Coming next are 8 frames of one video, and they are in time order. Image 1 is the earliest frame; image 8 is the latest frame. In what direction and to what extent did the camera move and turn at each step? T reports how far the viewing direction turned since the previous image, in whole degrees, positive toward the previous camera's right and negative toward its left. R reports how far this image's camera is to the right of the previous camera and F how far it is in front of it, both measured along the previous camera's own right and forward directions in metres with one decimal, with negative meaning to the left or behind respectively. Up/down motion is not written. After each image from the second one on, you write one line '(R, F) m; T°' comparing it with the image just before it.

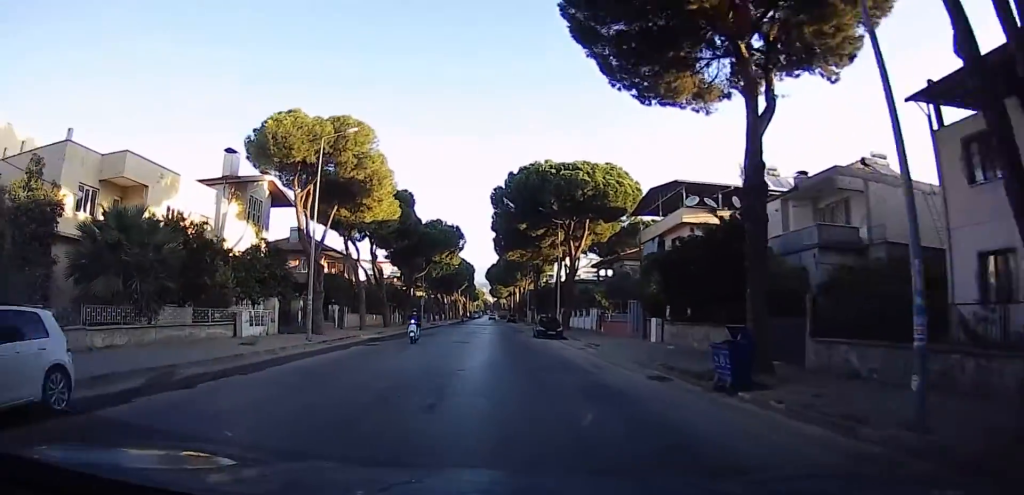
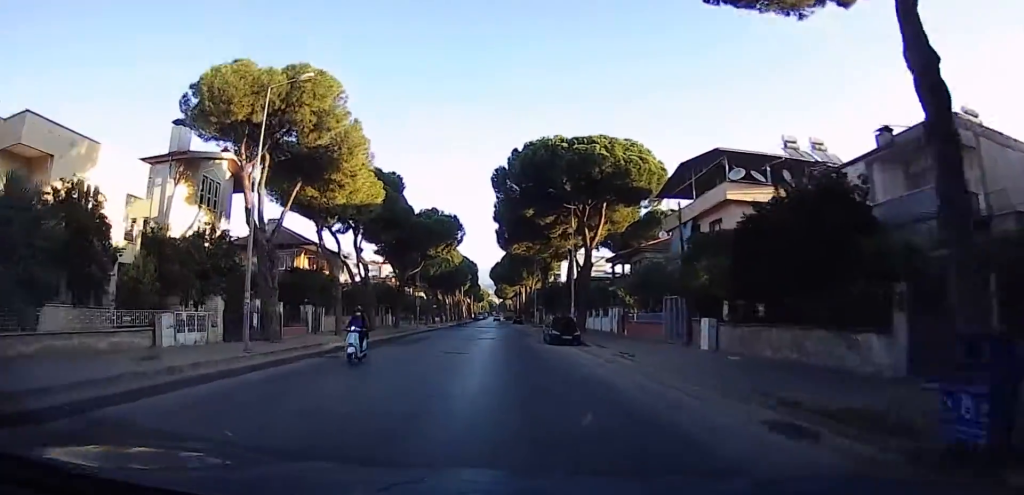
(0.0, +7.4) m; 0°
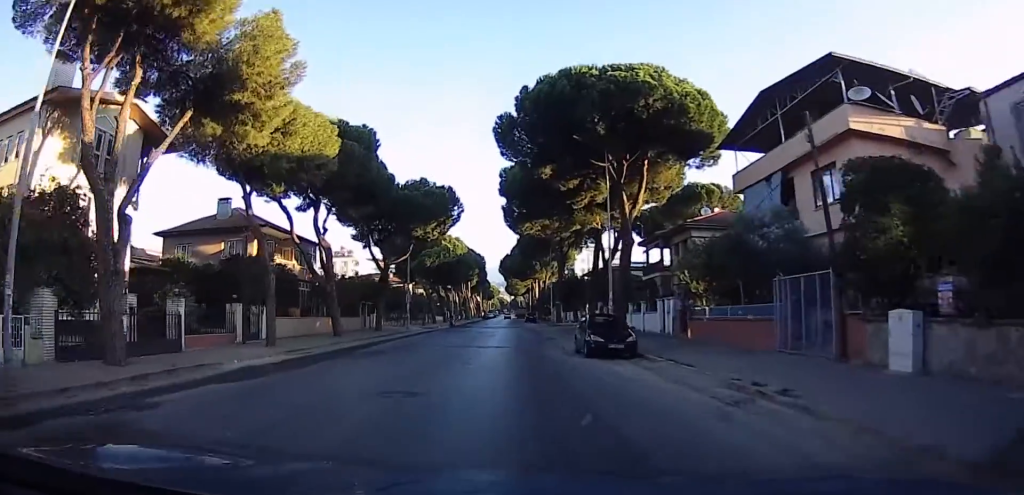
(0.0, +11.9) m; +1°
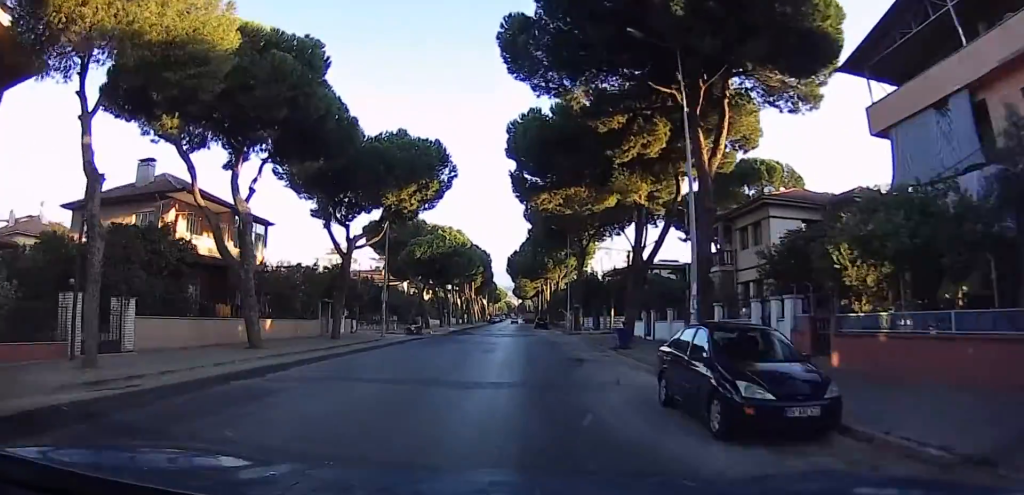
(+0.1, +11.7) m; +1°
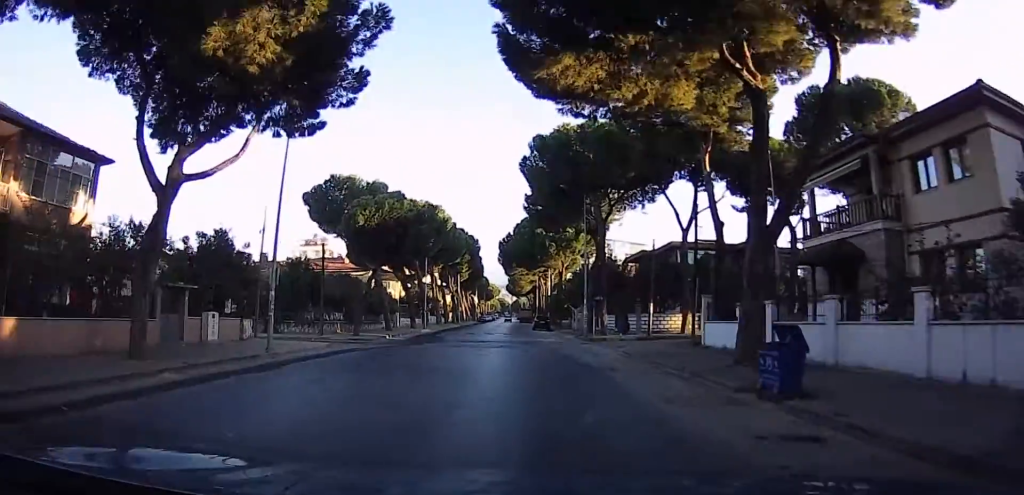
(+0.1, +16.9) m; 0°
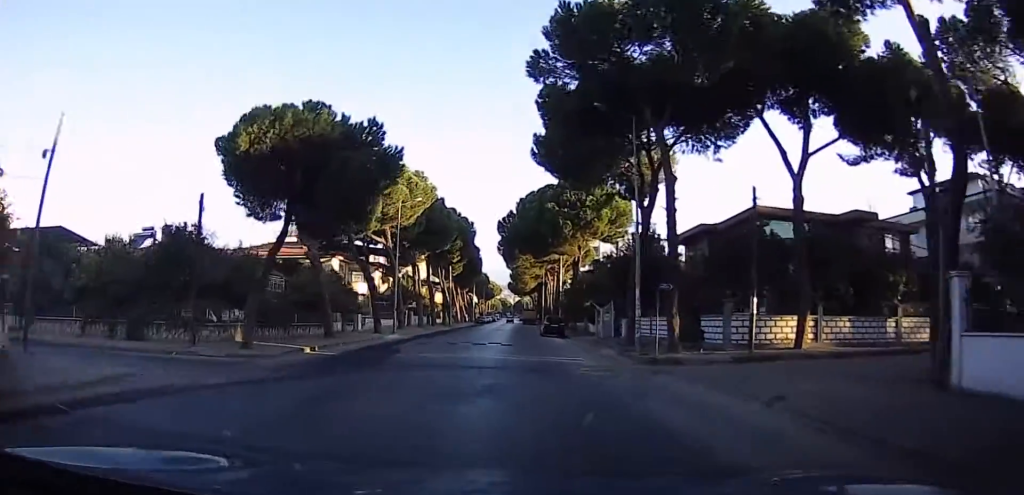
(0.0, +15.6) m; 0°
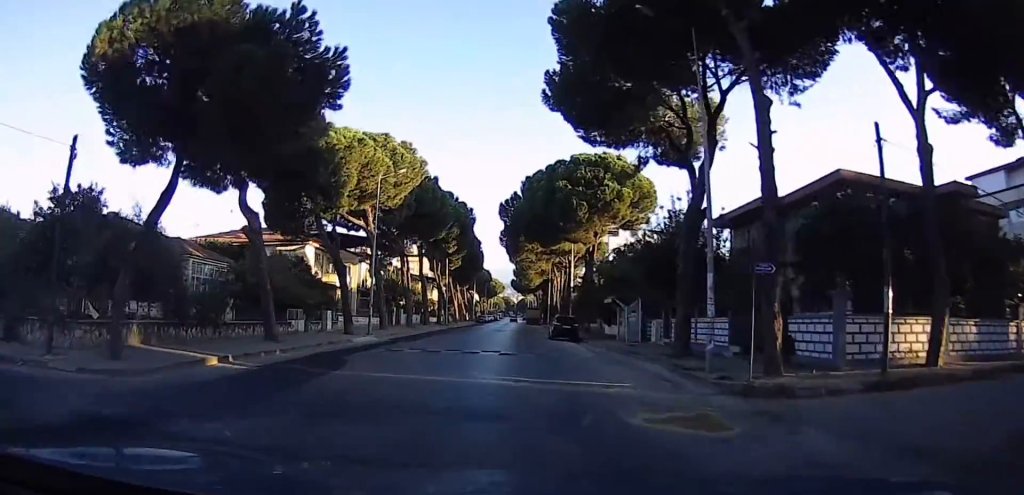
(0.0, +8.2) m; 0°
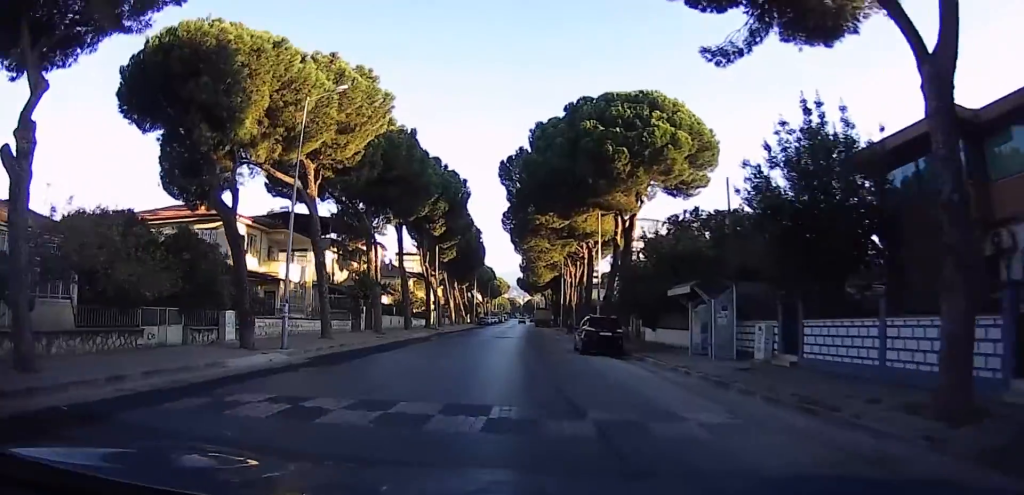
(-0.1, +14.0) m; -2°
